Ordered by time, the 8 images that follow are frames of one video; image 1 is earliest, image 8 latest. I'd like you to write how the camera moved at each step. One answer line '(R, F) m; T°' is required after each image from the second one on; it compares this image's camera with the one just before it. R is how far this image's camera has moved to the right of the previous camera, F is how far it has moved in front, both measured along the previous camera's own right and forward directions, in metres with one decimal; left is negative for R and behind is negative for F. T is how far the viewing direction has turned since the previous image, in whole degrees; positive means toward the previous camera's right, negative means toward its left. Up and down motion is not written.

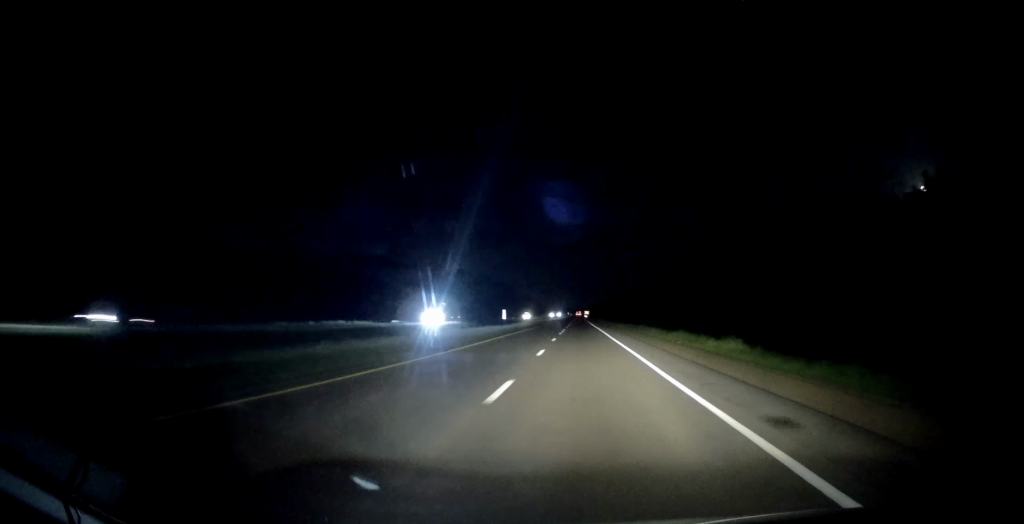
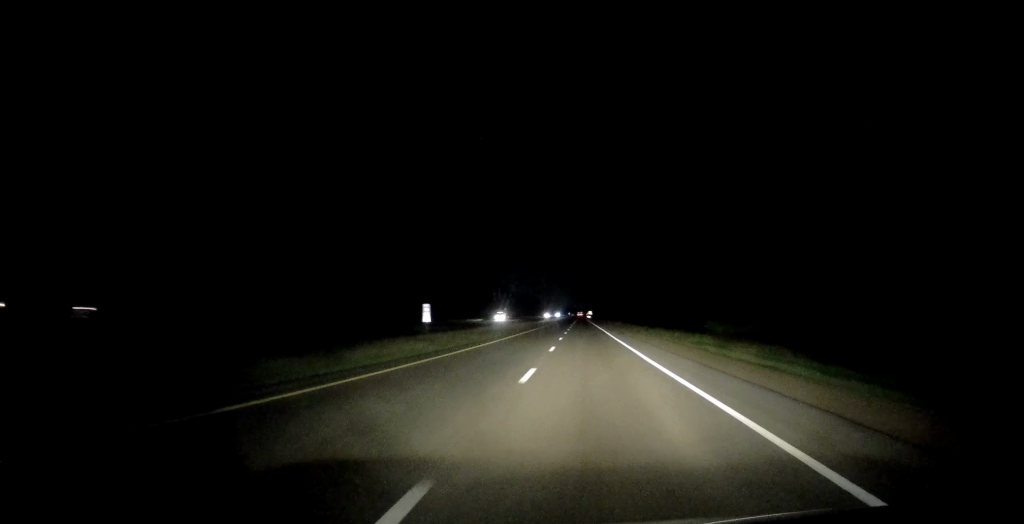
(-0.1, +57.7) m; 0°
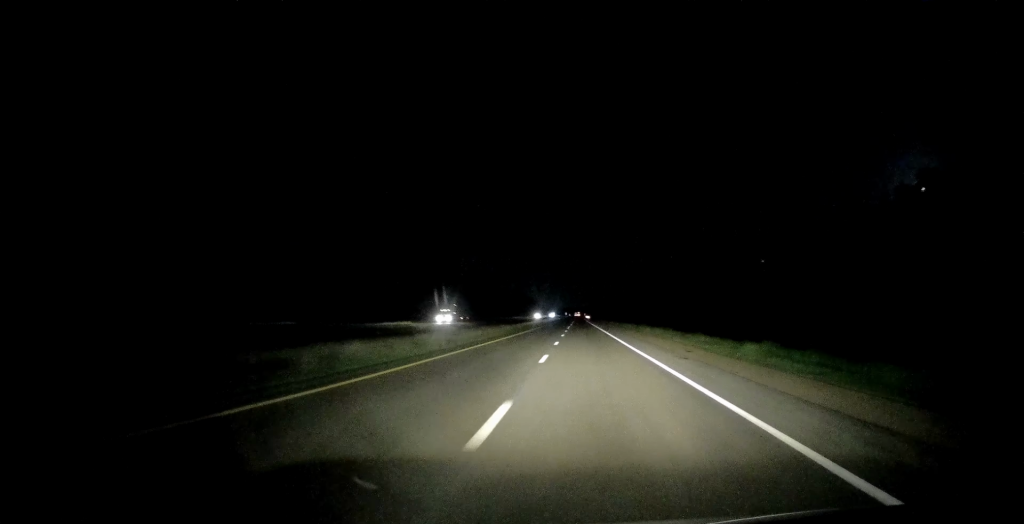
(-0.2, +42.9) m; 0°
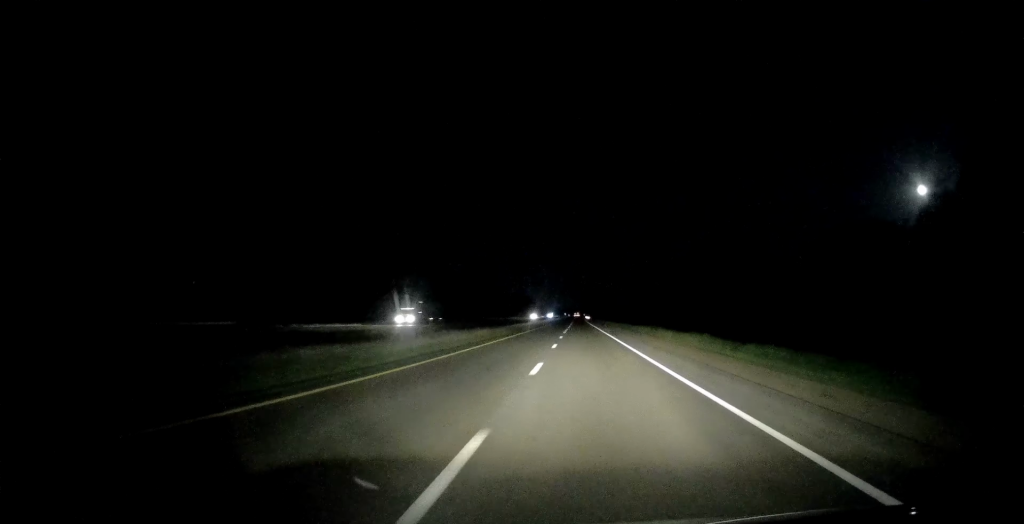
(0.0, +14.7) m; 0°
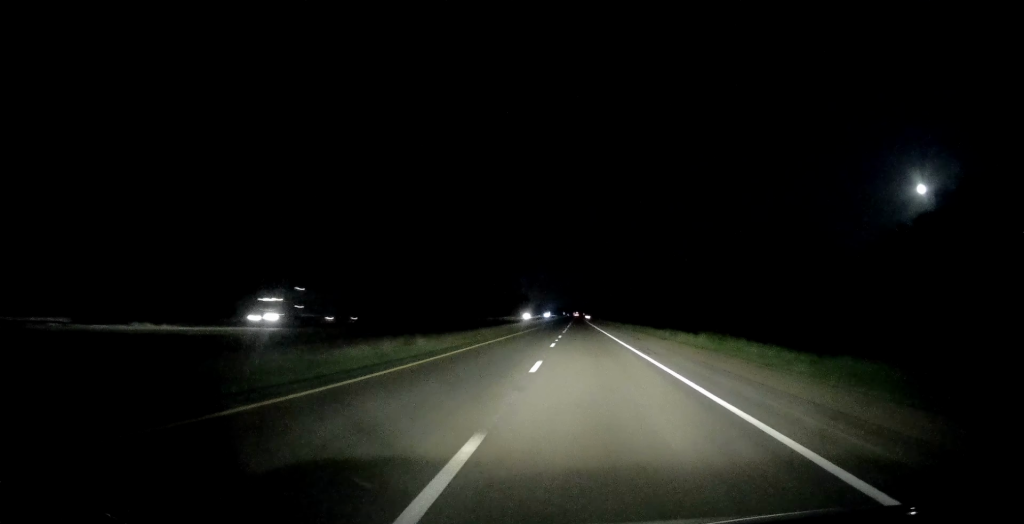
(+0.6, +24.2) m; 0°
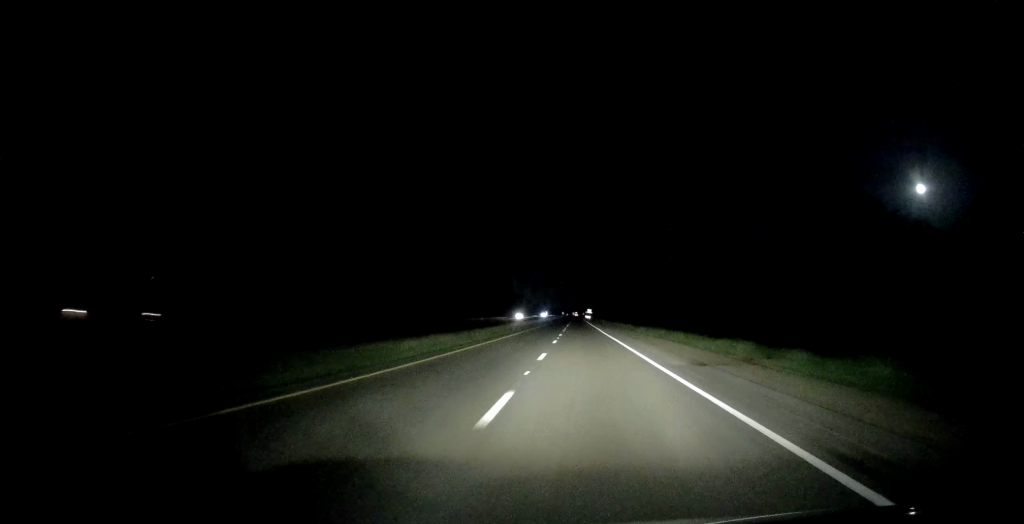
(-0.4, +20.0) m; 0°
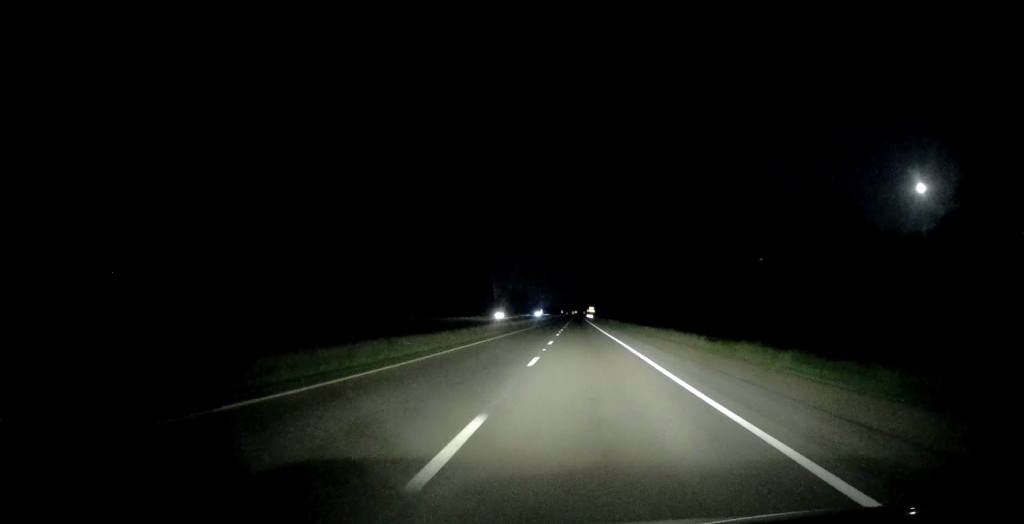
(+0.3, +38.9) m; +1°
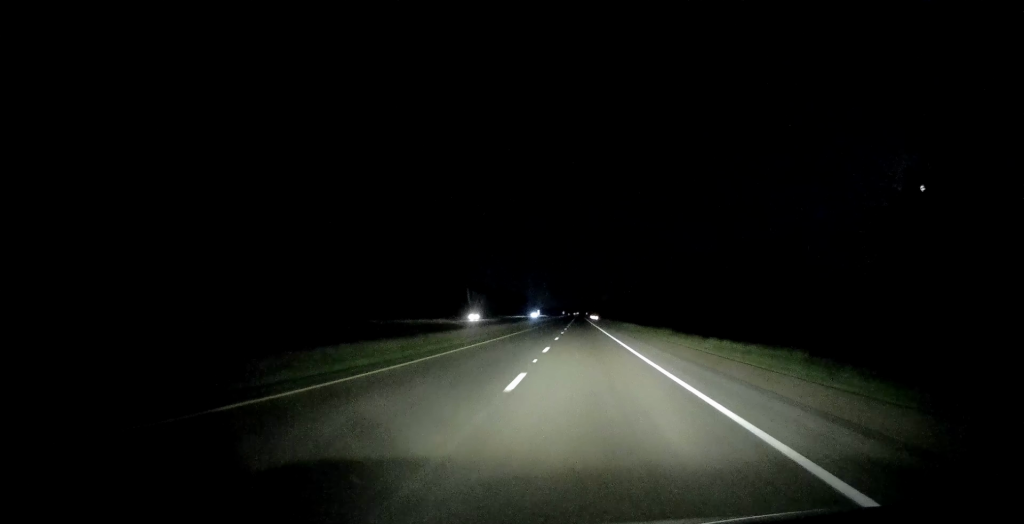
(0.0, +29.4) m; -1°
